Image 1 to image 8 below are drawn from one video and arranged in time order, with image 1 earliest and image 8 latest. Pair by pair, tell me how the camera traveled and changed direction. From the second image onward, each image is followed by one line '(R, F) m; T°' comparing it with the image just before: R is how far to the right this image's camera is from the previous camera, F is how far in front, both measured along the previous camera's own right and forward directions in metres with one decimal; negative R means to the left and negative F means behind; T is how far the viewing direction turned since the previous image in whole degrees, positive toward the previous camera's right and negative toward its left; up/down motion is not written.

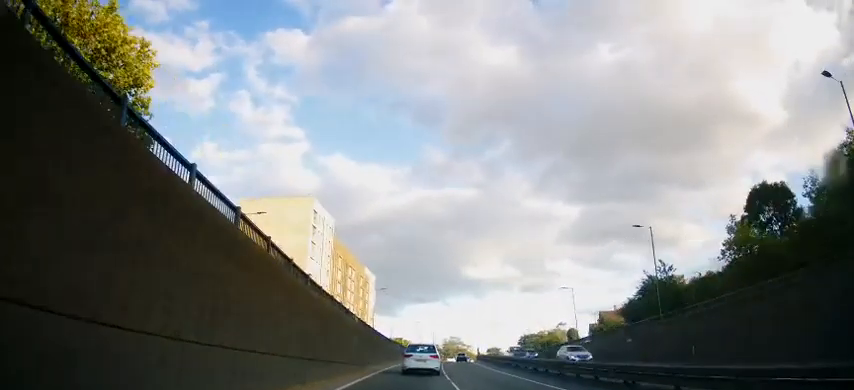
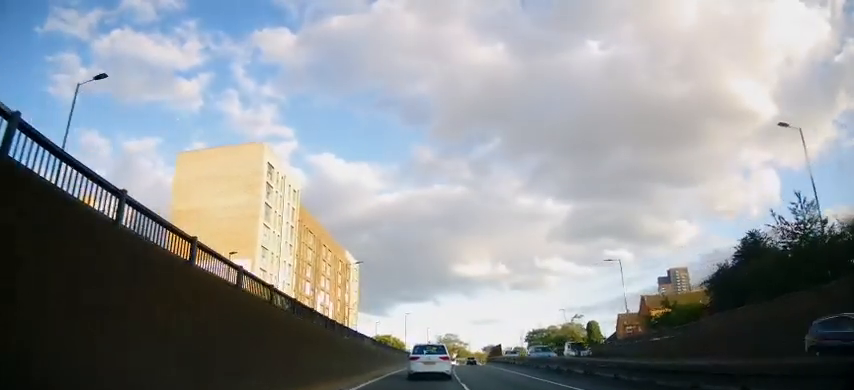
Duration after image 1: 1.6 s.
(+0.4, +24.5) m; +2°
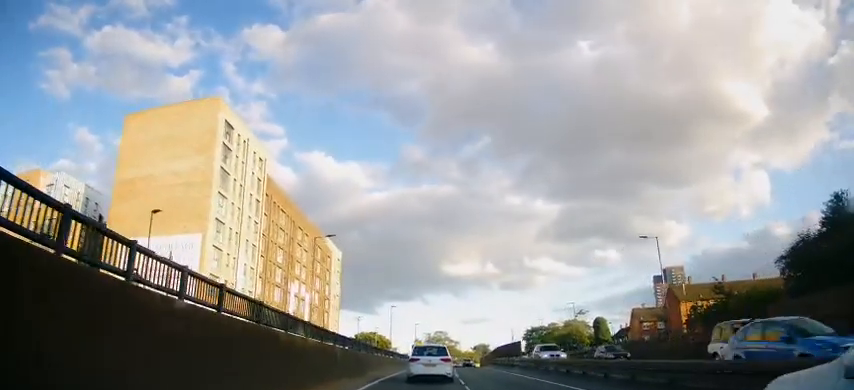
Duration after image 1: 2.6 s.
(+0.1, +13.3) m; +2°
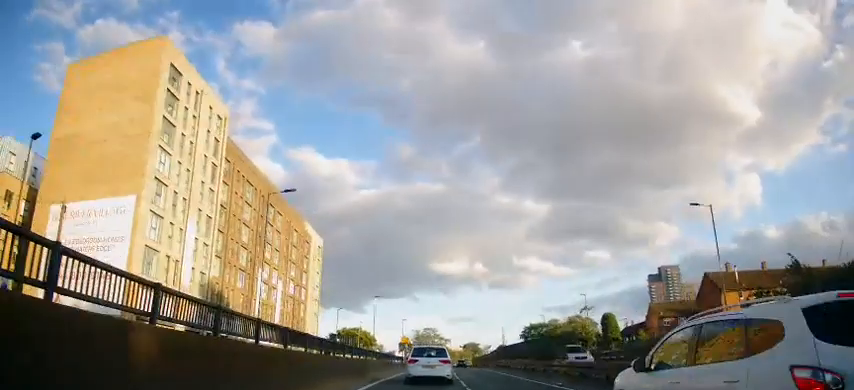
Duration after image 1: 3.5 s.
(+0.2, +12.4) m; +2°
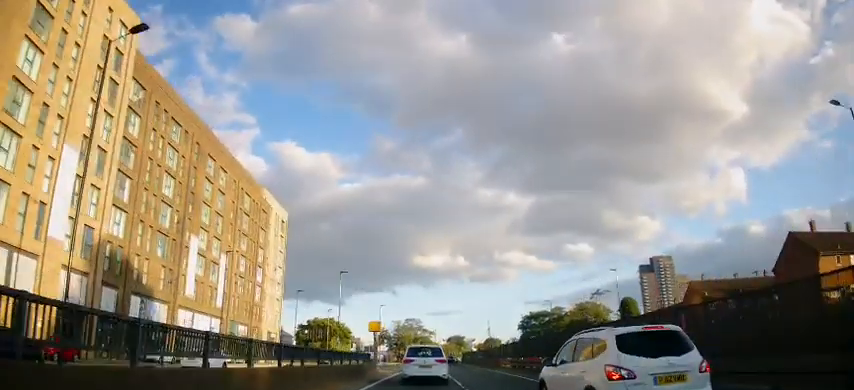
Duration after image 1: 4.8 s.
(+0.2, +18.7) m; +2°
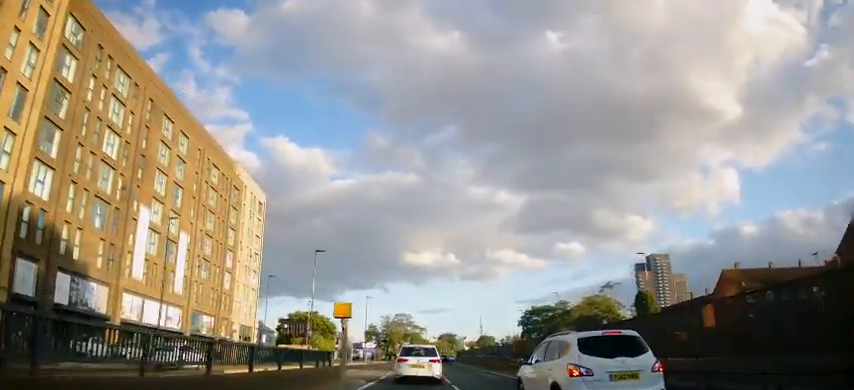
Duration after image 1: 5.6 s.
(+0.1, +10.0) m; +1°
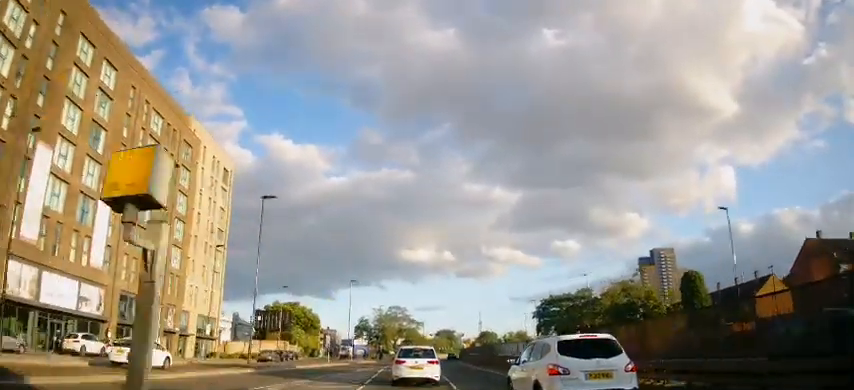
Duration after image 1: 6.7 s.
(+0.2, +15.4) m; +1°
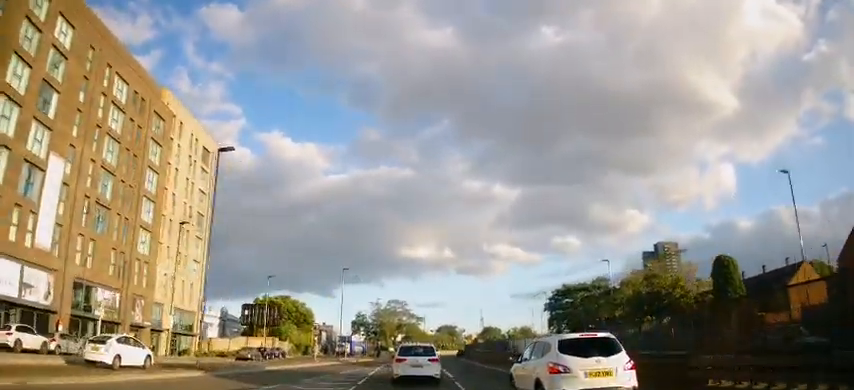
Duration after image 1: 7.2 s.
(0.0, +7.3) m; 0°
